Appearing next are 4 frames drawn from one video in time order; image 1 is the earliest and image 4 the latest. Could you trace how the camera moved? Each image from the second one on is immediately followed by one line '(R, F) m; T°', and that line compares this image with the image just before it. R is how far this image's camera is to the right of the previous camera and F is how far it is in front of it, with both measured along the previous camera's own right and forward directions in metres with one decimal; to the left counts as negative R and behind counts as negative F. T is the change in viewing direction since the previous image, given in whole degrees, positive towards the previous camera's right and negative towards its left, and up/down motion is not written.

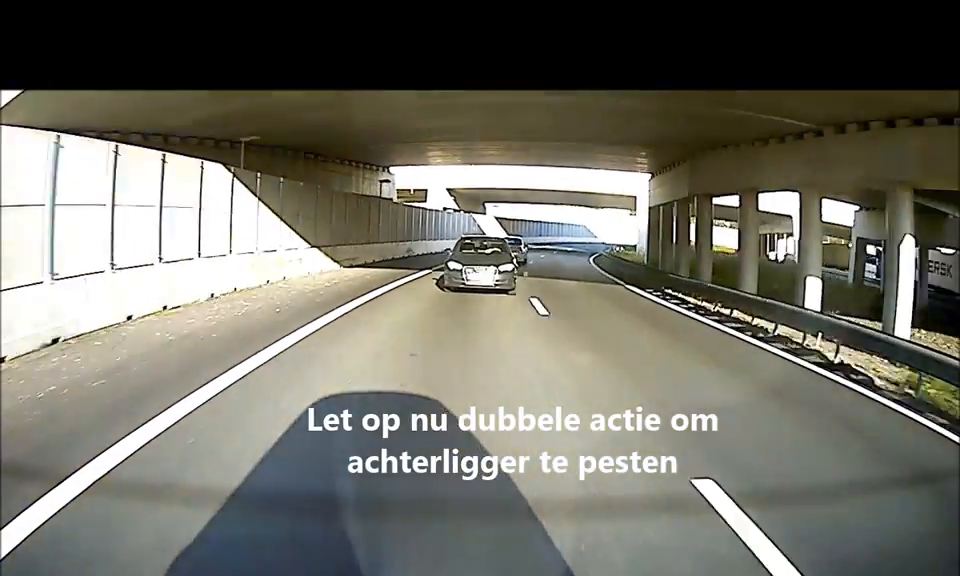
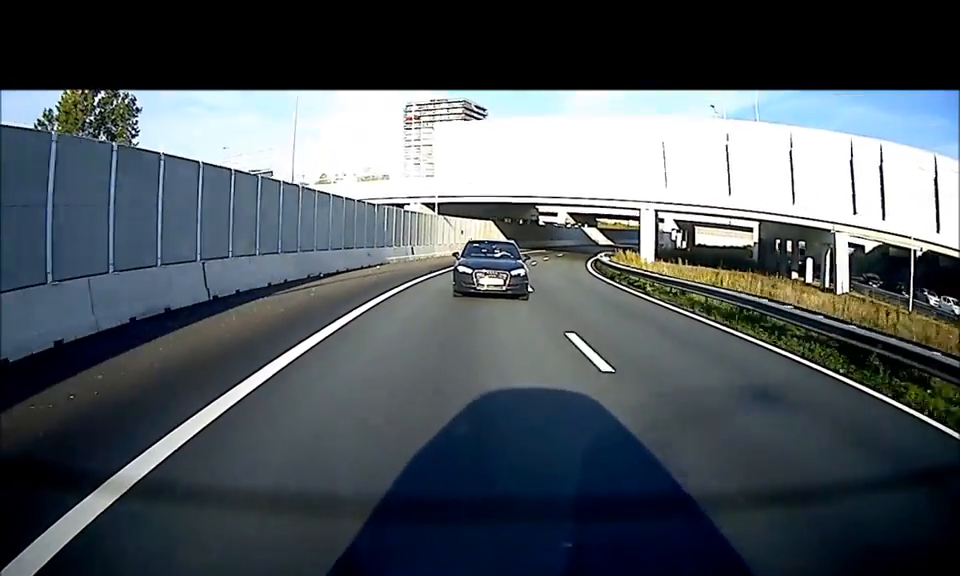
(-12.0, +54.8) m; -27°
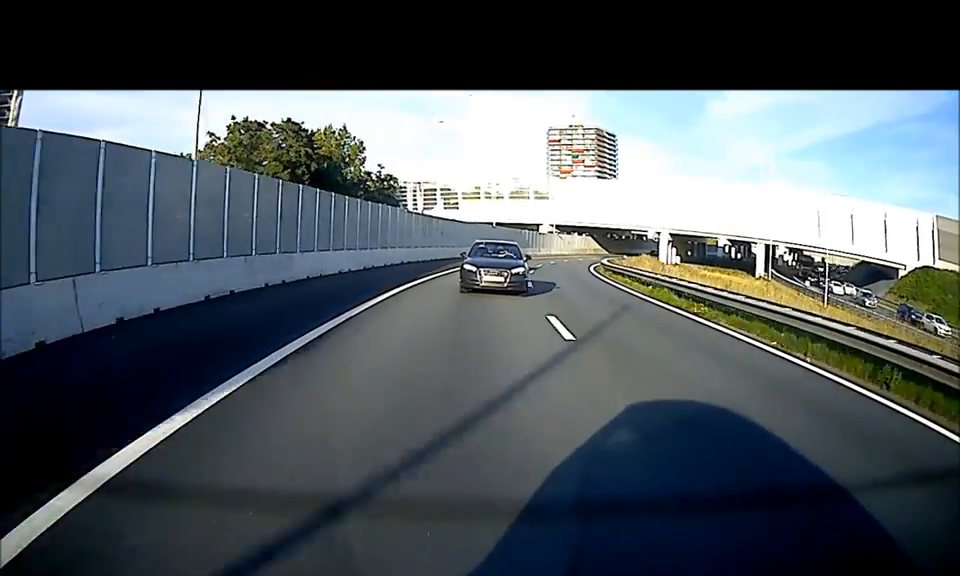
(-6.0, +49.2) m; -11°
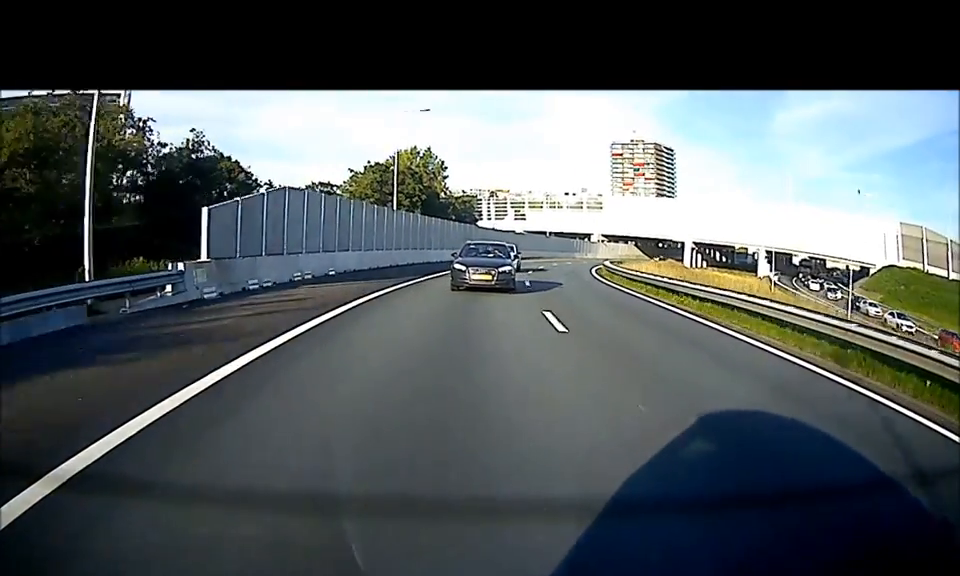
(-0.5, +23.8) m; -5°
